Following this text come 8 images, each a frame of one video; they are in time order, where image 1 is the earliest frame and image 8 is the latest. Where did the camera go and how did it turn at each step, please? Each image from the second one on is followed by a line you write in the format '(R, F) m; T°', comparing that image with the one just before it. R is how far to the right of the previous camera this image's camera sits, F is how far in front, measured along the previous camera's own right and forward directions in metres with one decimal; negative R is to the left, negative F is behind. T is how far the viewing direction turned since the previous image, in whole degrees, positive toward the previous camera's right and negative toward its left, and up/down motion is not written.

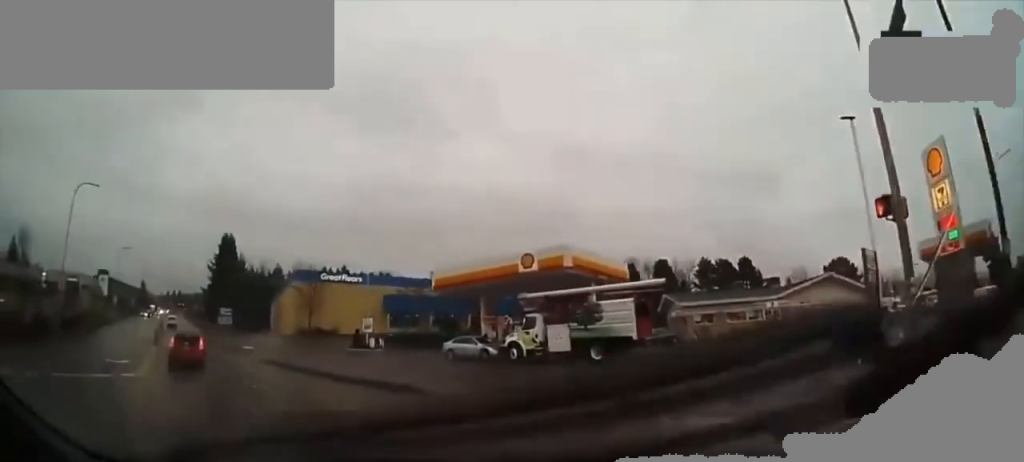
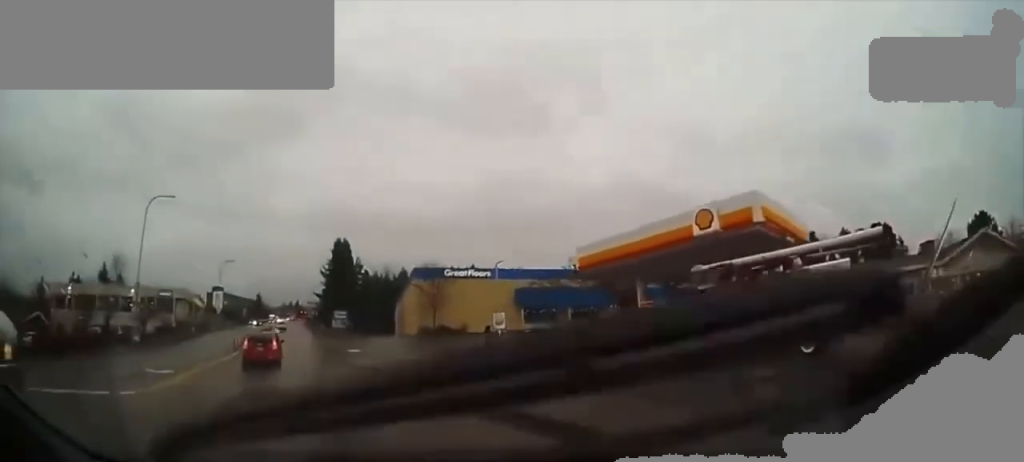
(-0.8, +4.0) m; -18°
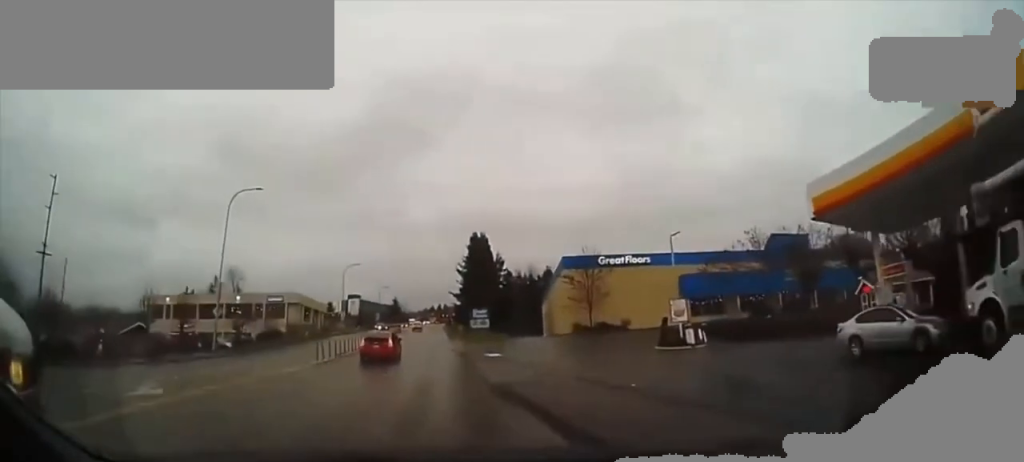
(-1.4, +5.5) m; -19°
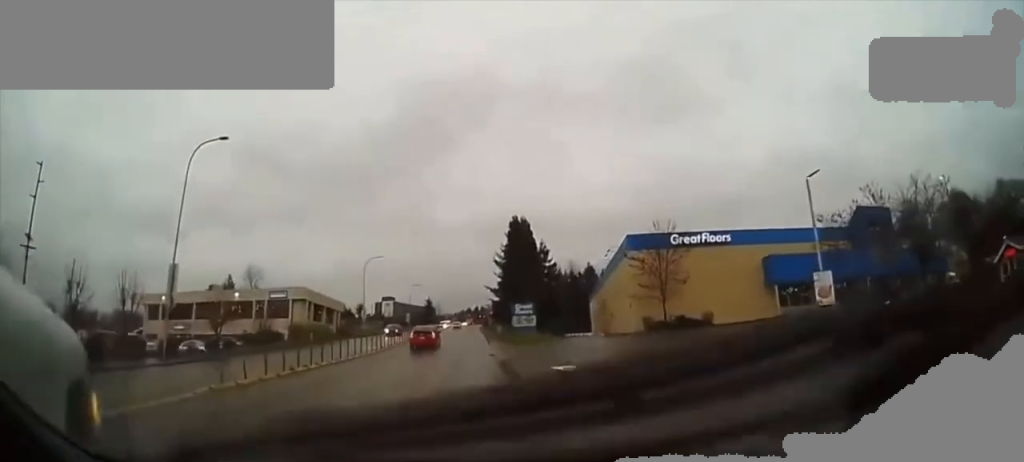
(-1.0, +10.1) m; -10°
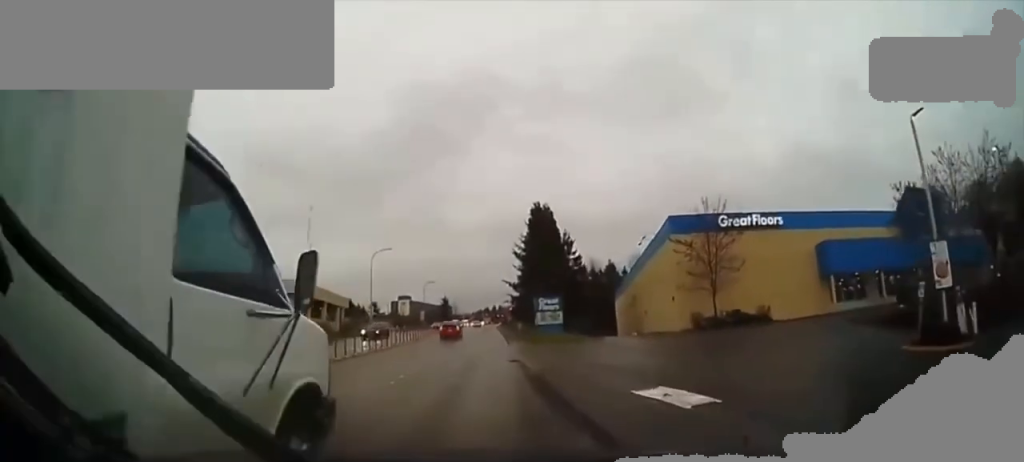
(-0.6, +7.3) m; -8°
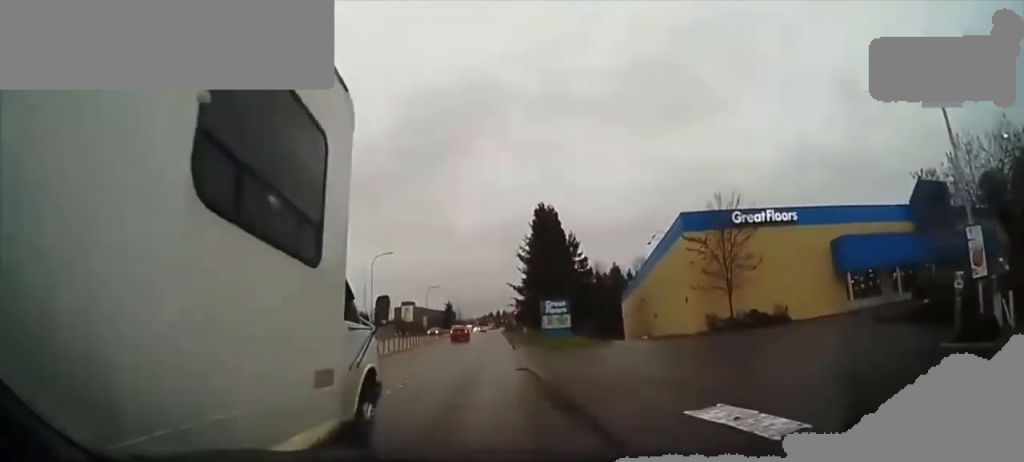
(-0.1, +2.7) m; -2°
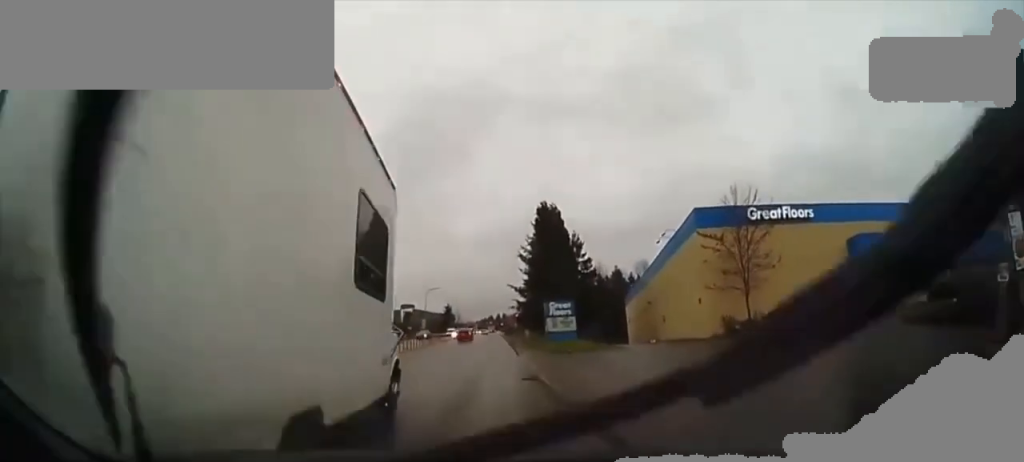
(-0.1, +2.8) m; +1°
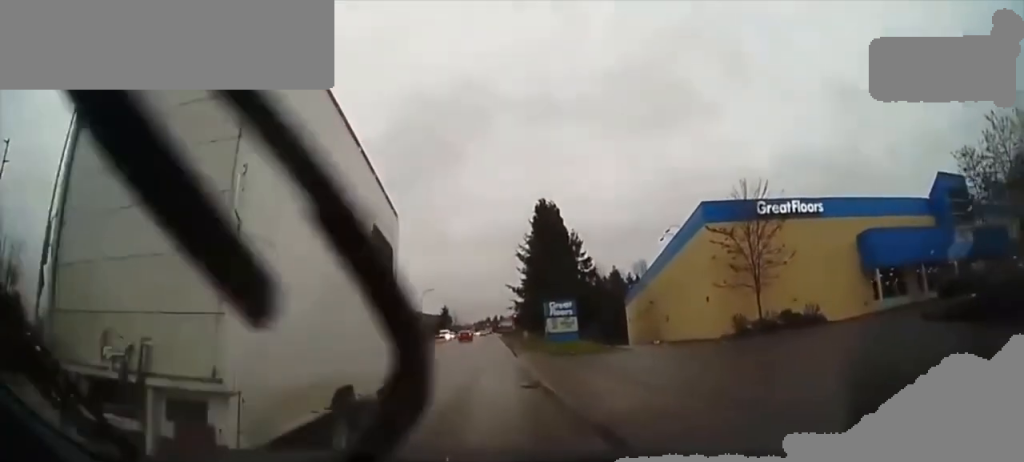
(0.0, +1.6) m; +2°
